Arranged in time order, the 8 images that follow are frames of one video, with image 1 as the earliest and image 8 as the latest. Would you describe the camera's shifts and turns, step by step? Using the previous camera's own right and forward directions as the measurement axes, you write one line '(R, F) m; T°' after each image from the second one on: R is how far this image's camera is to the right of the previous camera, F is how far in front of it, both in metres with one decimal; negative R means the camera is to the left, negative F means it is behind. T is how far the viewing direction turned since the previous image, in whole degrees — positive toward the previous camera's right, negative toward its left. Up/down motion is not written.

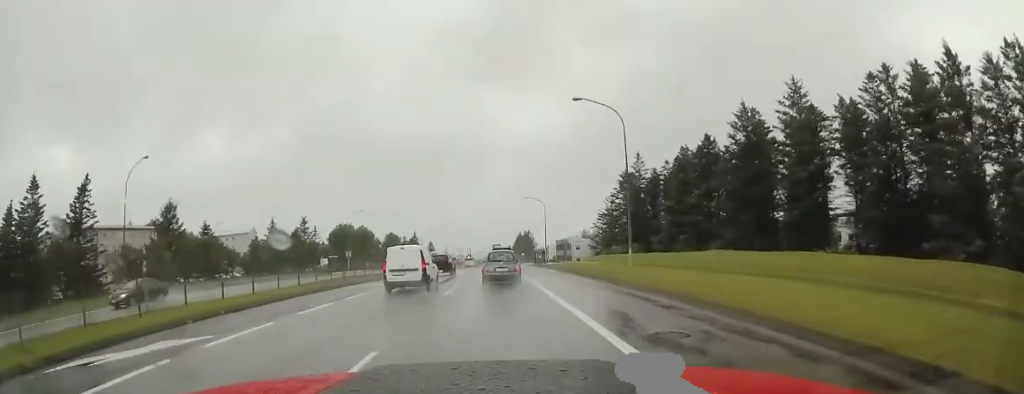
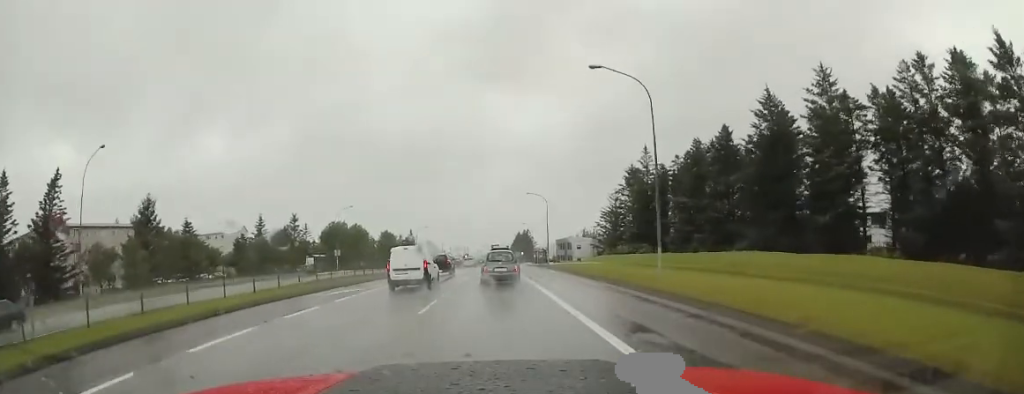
(0.0, +4.9) m; 0°
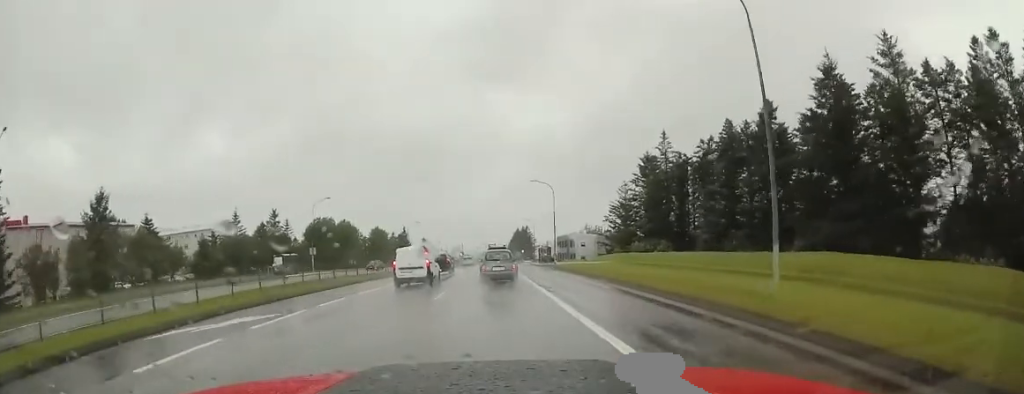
(0.0, +9.5) m; 0°
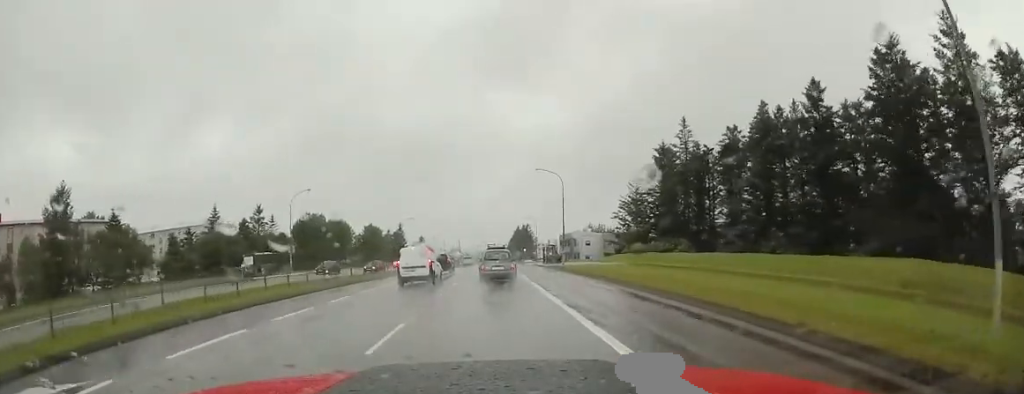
(0.0, +7.3) m; +1°
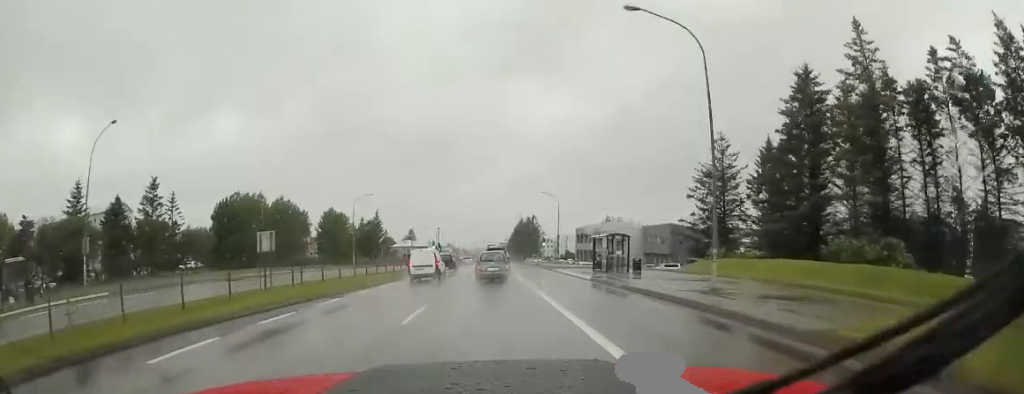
(+0.8, +33.9) m; +1°
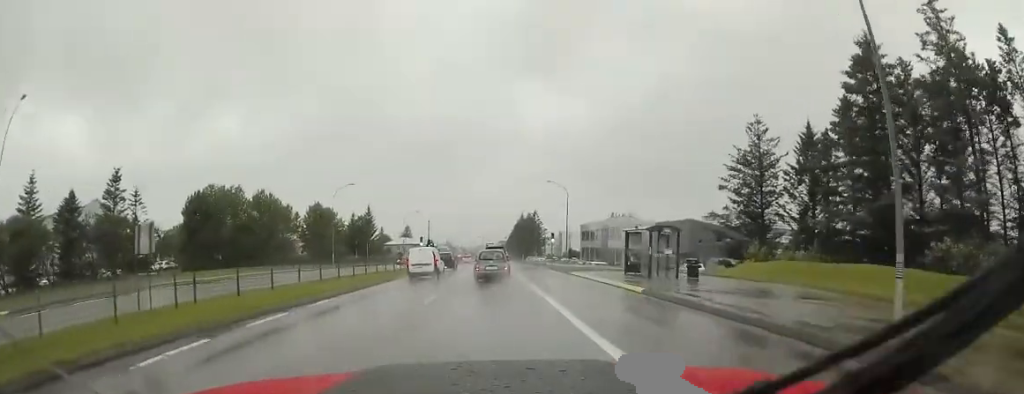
(+0.1, +8.2) m; +1°
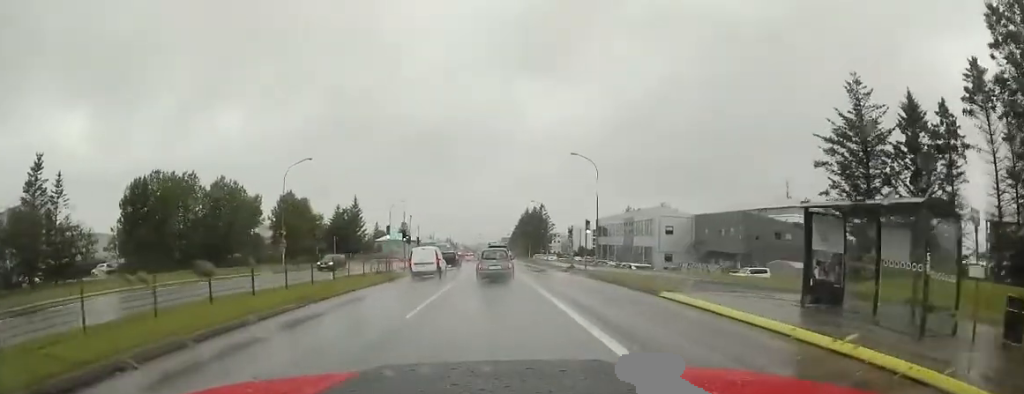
(+0.2, +15.1) m; +1°
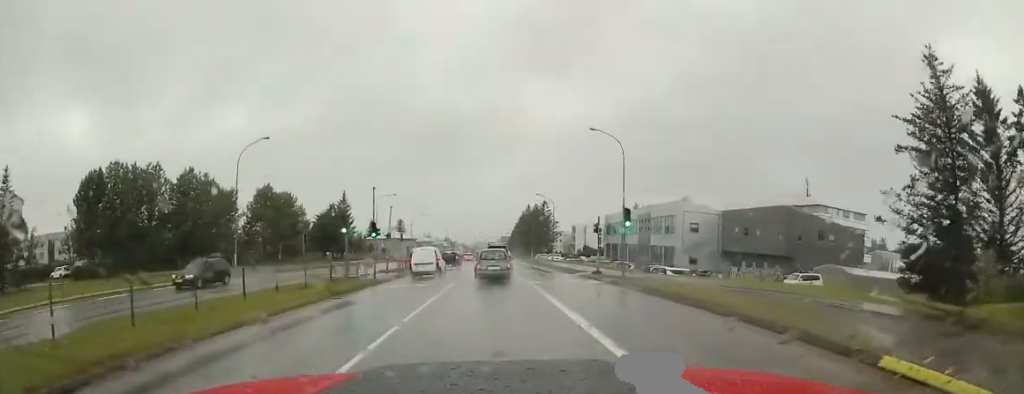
(+0.2, +8.7) m; -1°
